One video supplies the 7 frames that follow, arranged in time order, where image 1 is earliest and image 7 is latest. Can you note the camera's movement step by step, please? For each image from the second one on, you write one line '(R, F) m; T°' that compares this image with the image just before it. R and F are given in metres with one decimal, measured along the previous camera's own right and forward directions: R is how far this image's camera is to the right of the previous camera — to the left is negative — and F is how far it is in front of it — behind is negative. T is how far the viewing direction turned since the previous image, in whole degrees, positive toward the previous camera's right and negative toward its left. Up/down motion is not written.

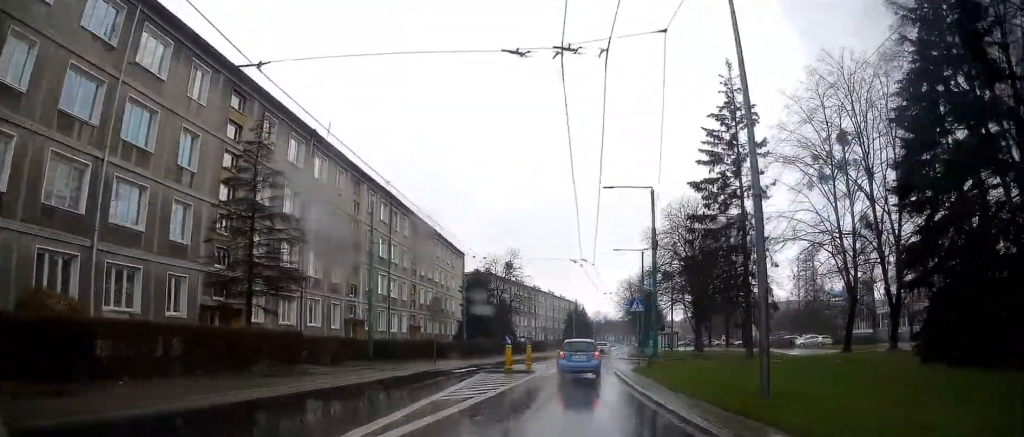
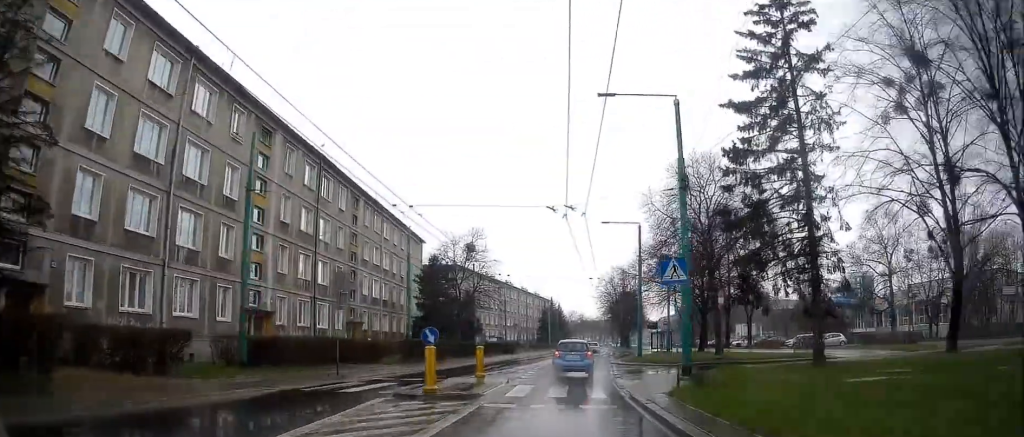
(0.0, +12.5) m; +1°
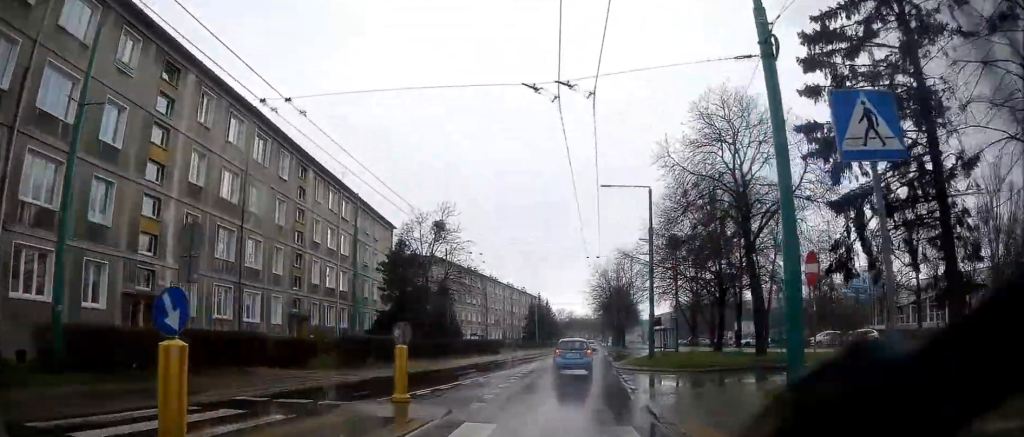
(+0.1, +9.6) m; +2°
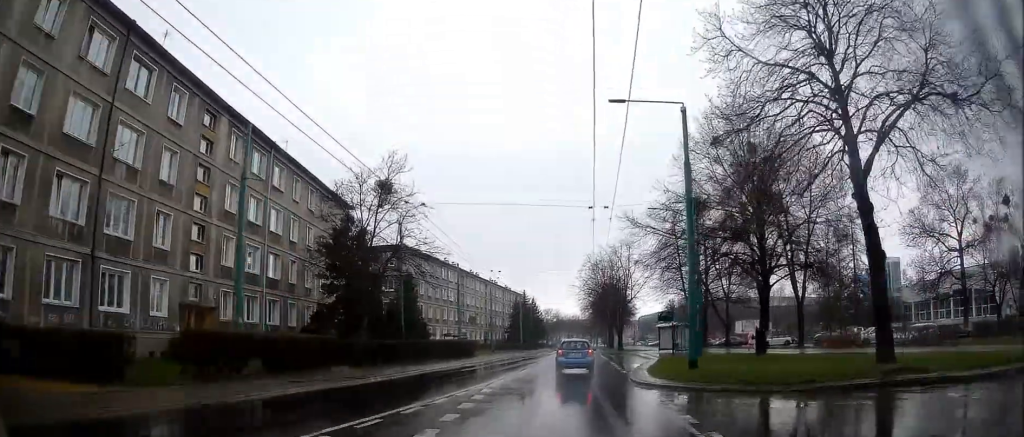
(+0.3, +12.0) m; +3°
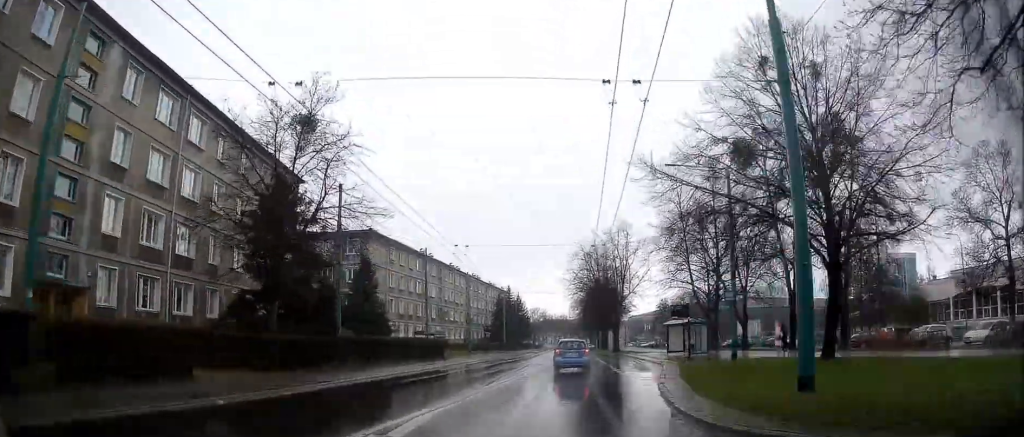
(+0.2, +10.1) m; +2°
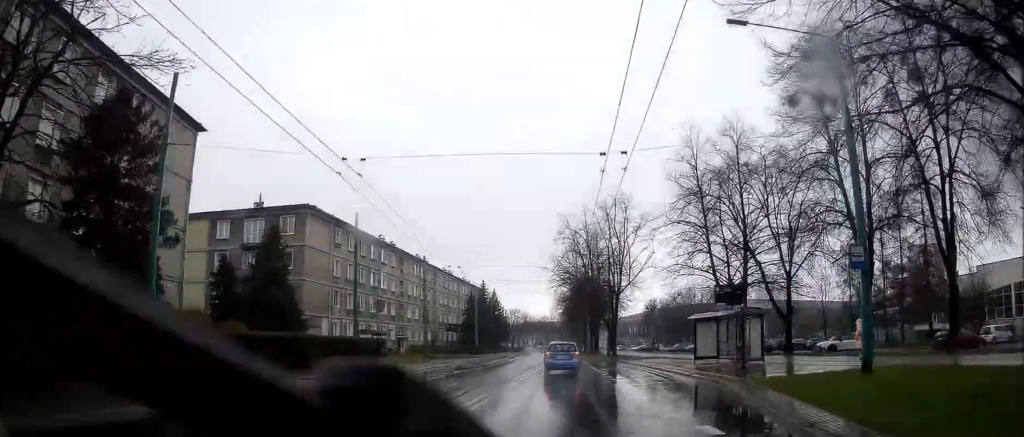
(+0.2, +14.6) m; +1°
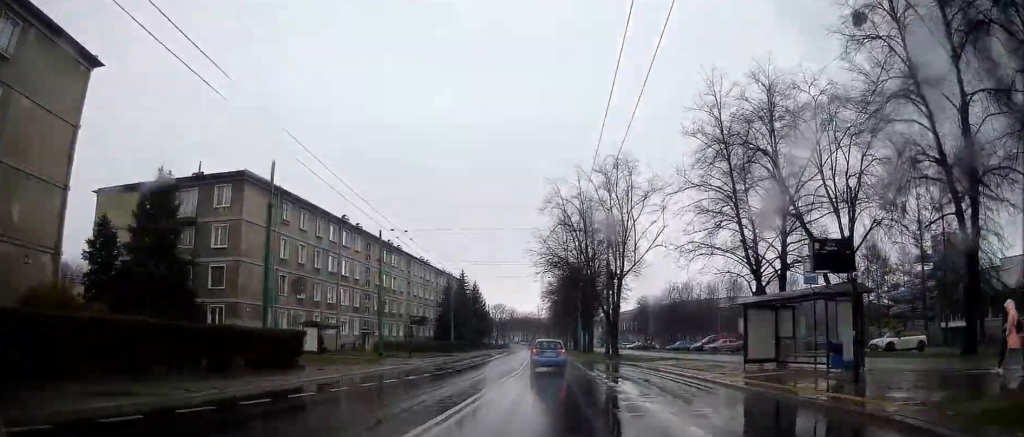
(0.0, +10.6) m; 0°
